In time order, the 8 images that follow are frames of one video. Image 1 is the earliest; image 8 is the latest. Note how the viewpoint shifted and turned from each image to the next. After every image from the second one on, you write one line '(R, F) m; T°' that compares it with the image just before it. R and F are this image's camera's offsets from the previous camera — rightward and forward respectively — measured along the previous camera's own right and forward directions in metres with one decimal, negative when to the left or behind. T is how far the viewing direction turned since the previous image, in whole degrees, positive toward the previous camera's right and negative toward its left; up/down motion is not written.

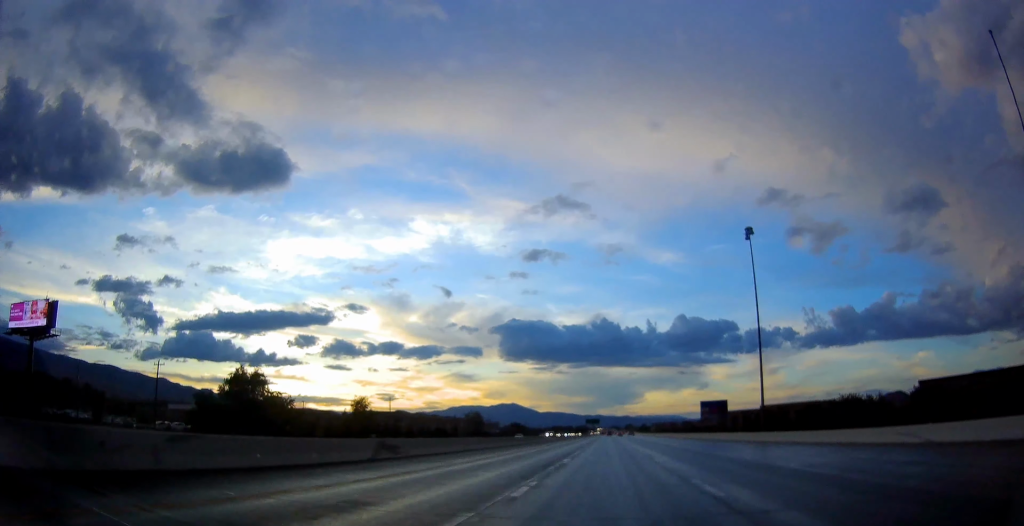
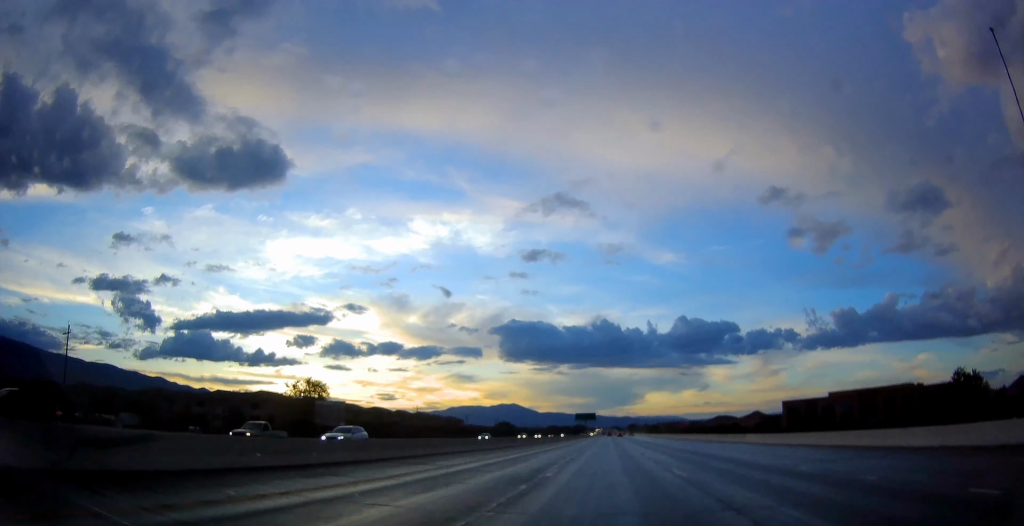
(+0.6, +81.0) m; 0°
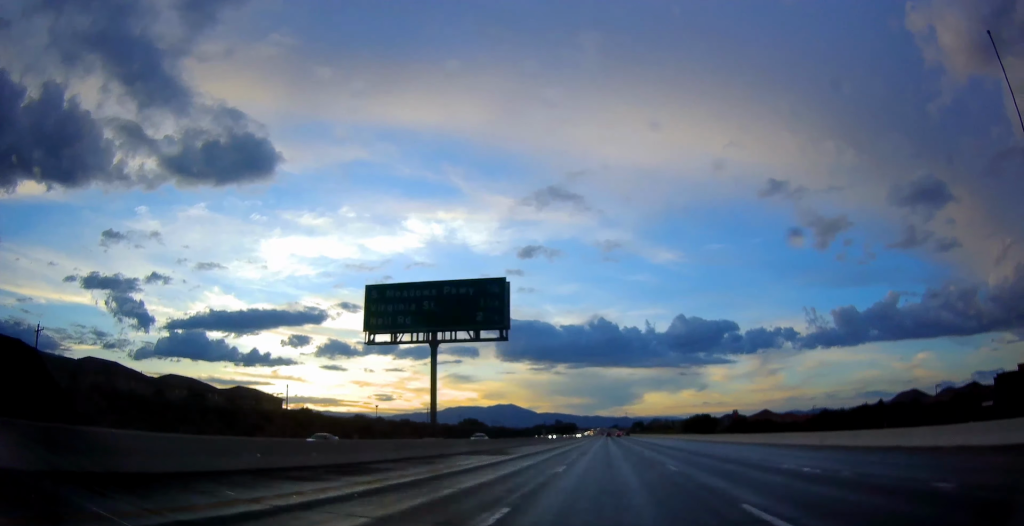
(+0.1, +129.4) m; 0°
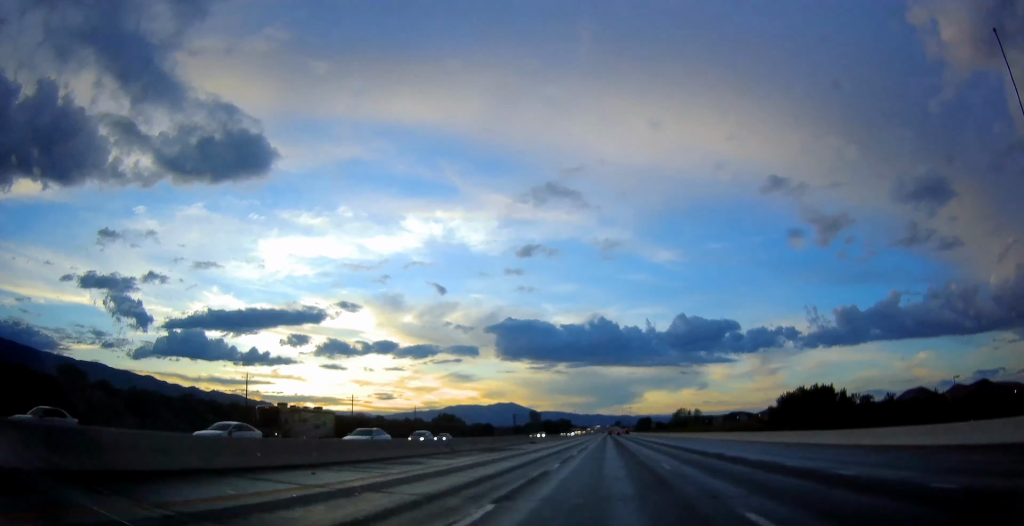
(0.0, +60.7) m; 0°
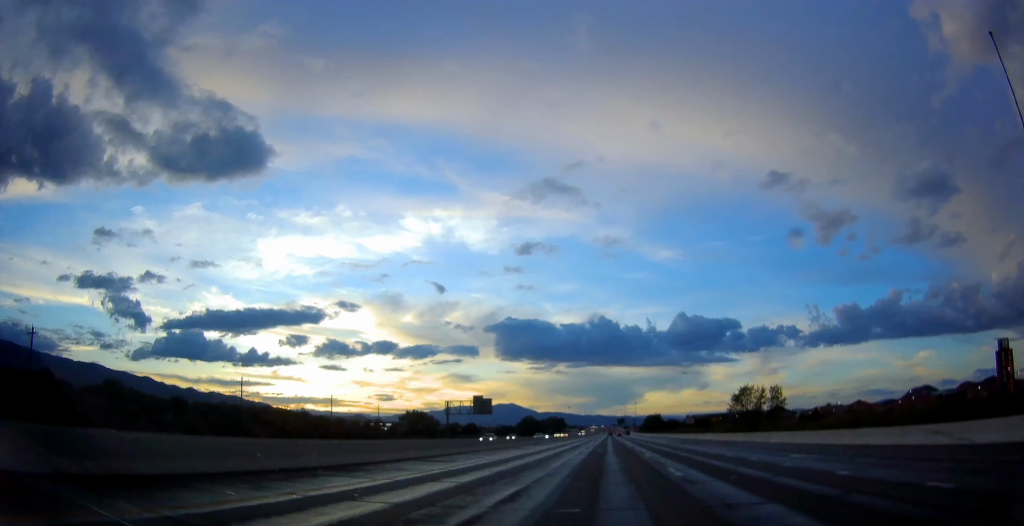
(0.0, +103.5) m; 0°
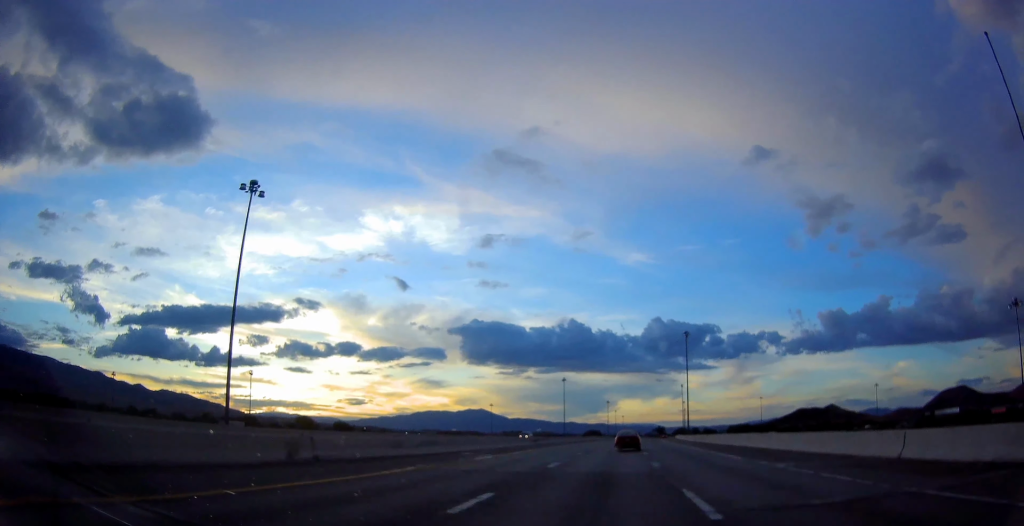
(+13.4, +1009.0) m; +6°
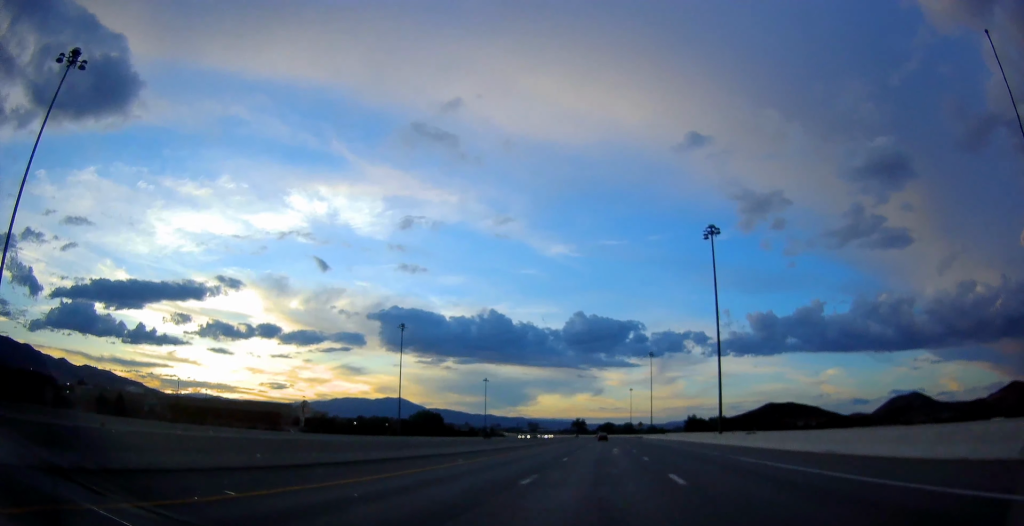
(+15.4, +305.2) m; +2°
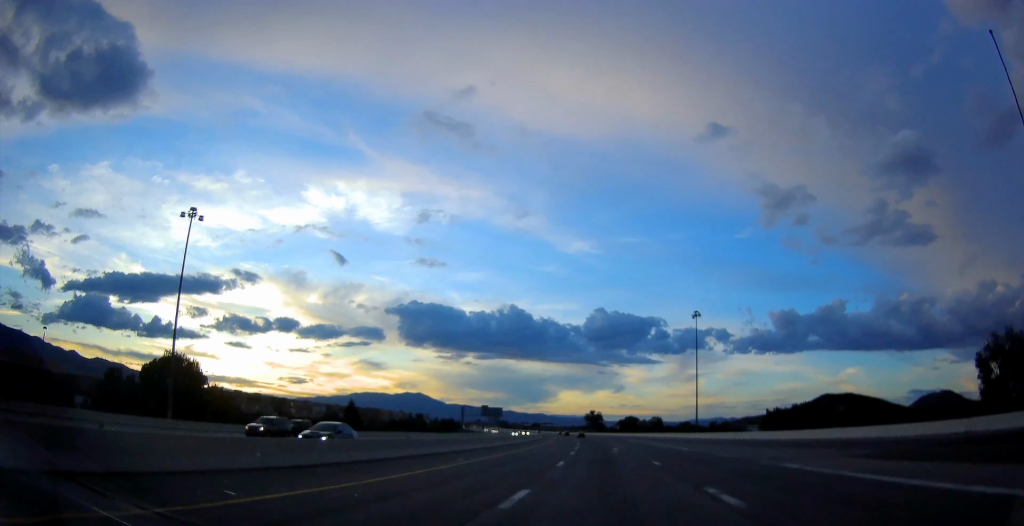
(+1.4, +164.7) m; -4°
